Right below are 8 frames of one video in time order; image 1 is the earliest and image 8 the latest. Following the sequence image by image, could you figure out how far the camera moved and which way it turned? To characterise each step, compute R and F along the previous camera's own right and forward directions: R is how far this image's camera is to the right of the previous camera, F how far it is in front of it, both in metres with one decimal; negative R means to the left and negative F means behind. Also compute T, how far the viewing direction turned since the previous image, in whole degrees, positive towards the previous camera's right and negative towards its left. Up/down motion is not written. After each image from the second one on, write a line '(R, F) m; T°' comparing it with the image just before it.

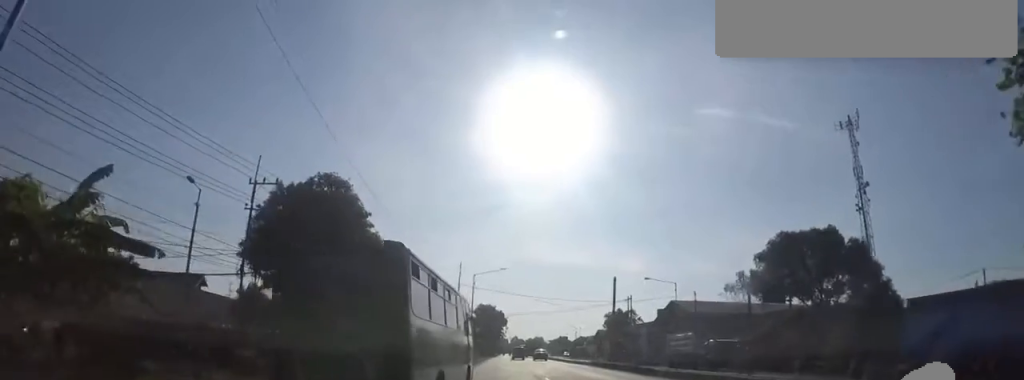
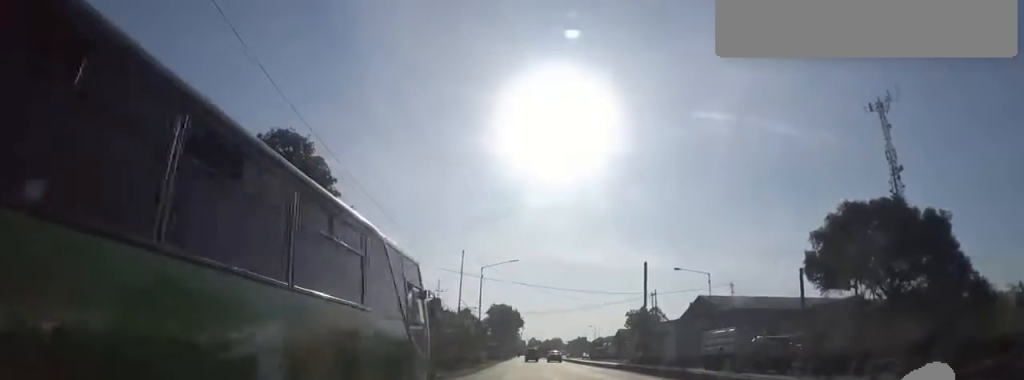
(-0.5, +6.5) m; -4°
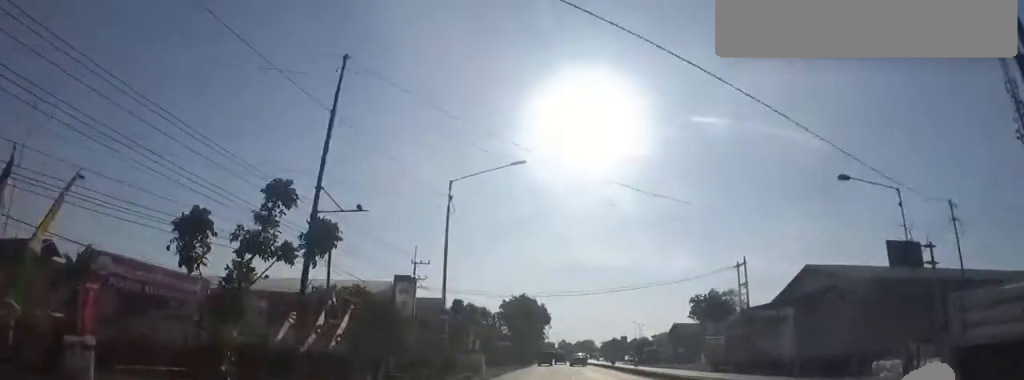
(+0.7, +26.7) m; -3°
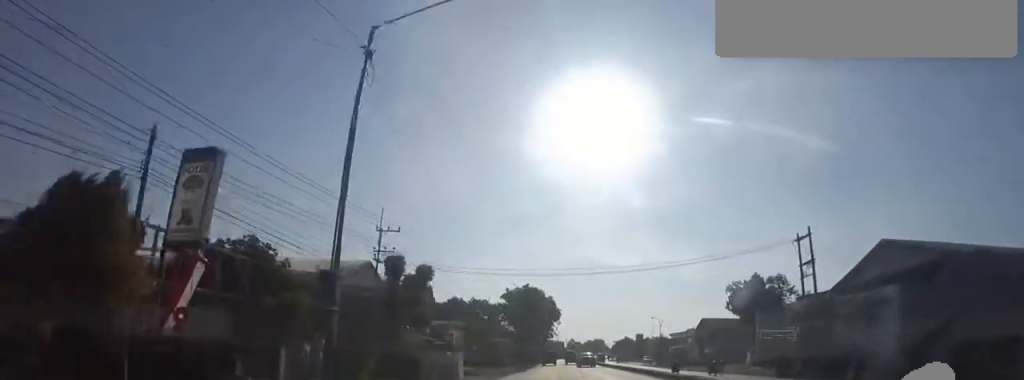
(-1.3, +11.8) m; +1°
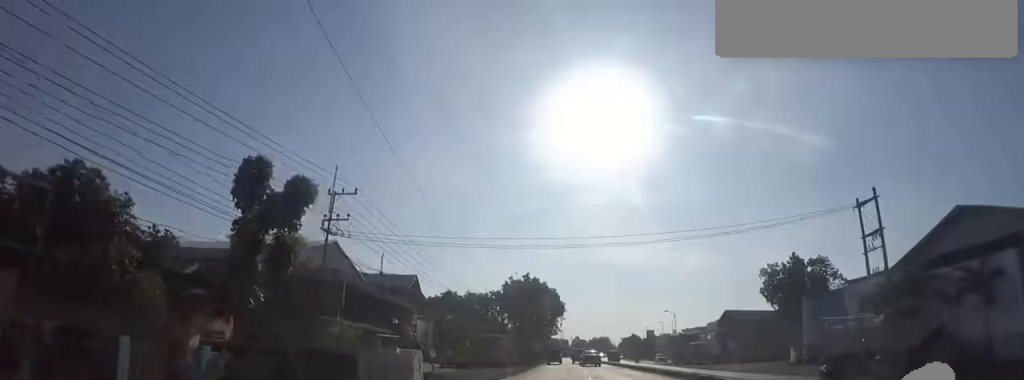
(+1.0, +8.1) m; 0°
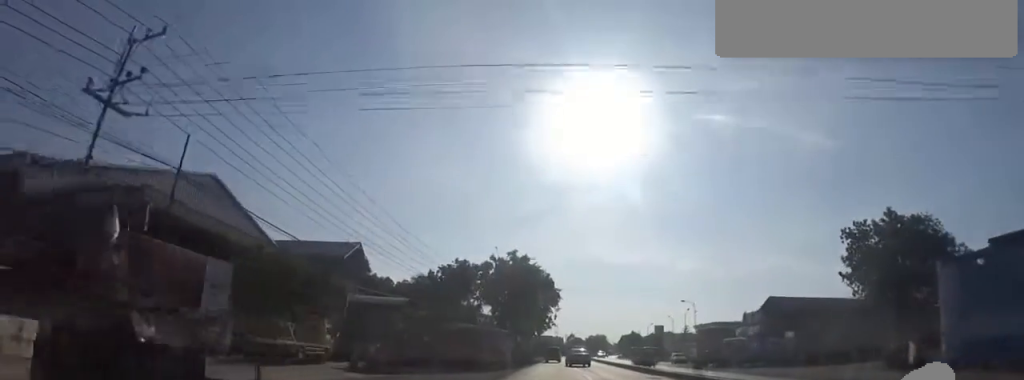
(-1.0, +14.3) m; 0°
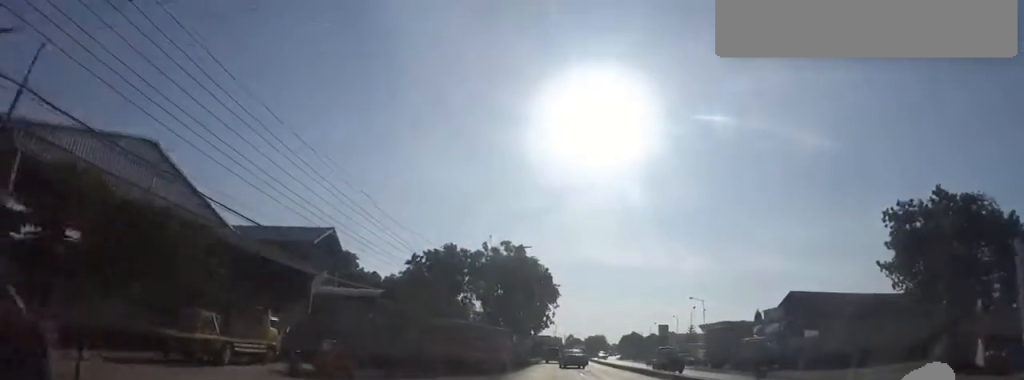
(+0.5, +4.4) m; 0°
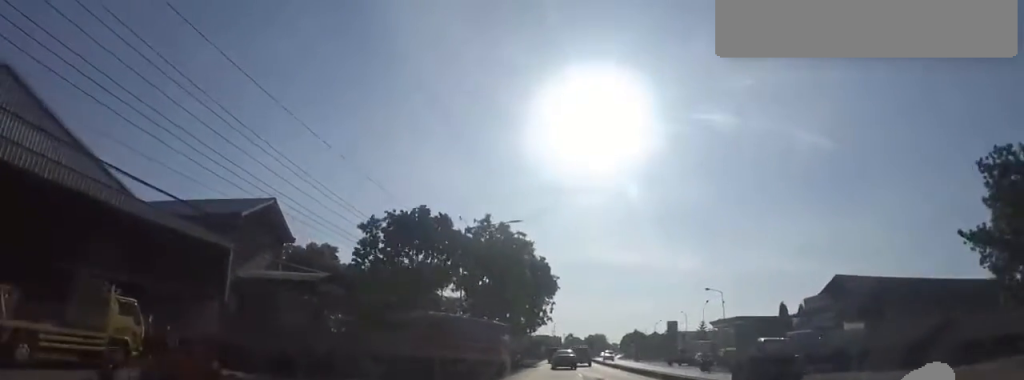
(+0.8, +7.2) m; +1°
